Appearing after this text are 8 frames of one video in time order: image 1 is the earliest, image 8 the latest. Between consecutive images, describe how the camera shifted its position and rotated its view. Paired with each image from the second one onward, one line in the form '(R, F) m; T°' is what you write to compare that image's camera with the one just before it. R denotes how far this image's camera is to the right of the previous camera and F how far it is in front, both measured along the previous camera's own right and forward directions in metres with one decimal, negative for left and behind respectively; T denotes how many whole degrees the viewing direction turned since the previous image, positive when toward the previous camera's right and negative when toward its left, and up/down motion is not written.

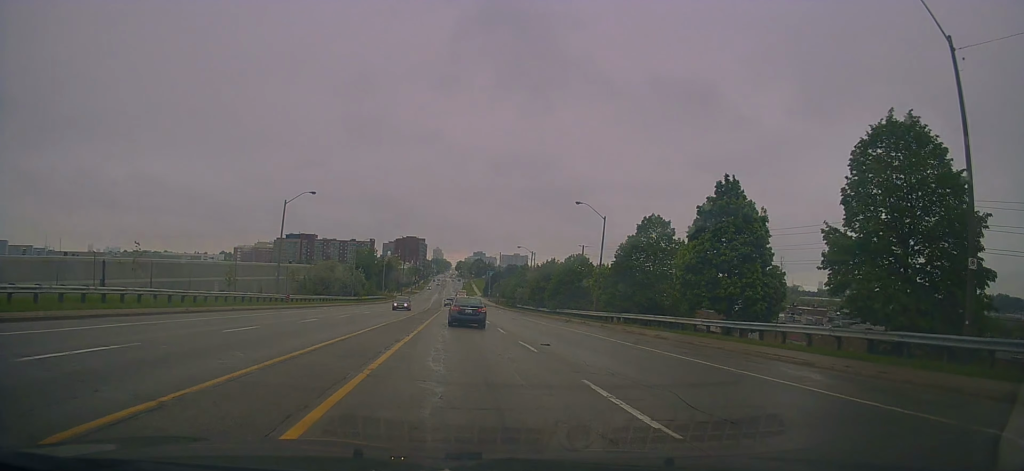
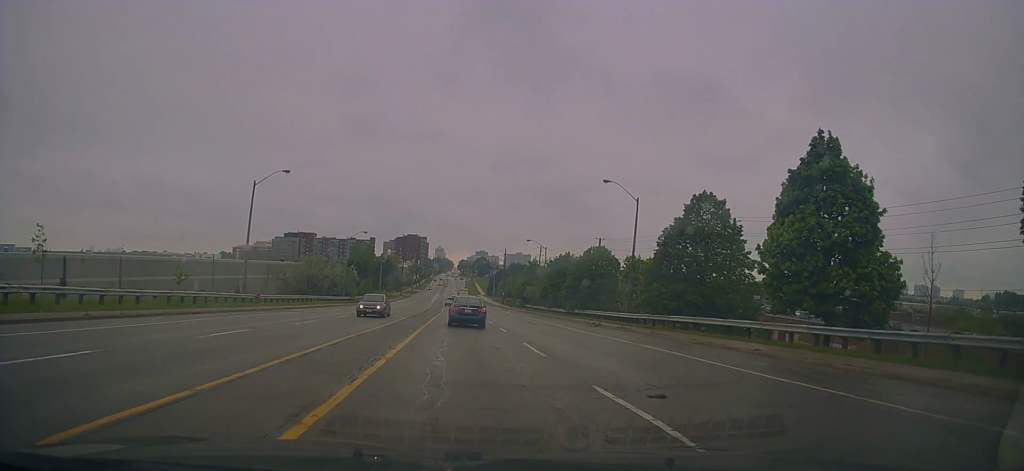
(0.0, +9.8) m; 0°
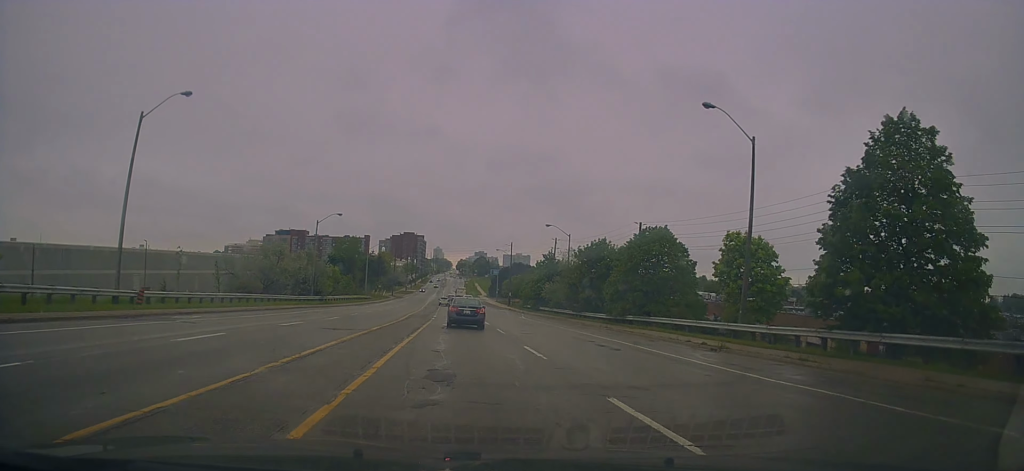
(0.0, +20.3) m; 0°
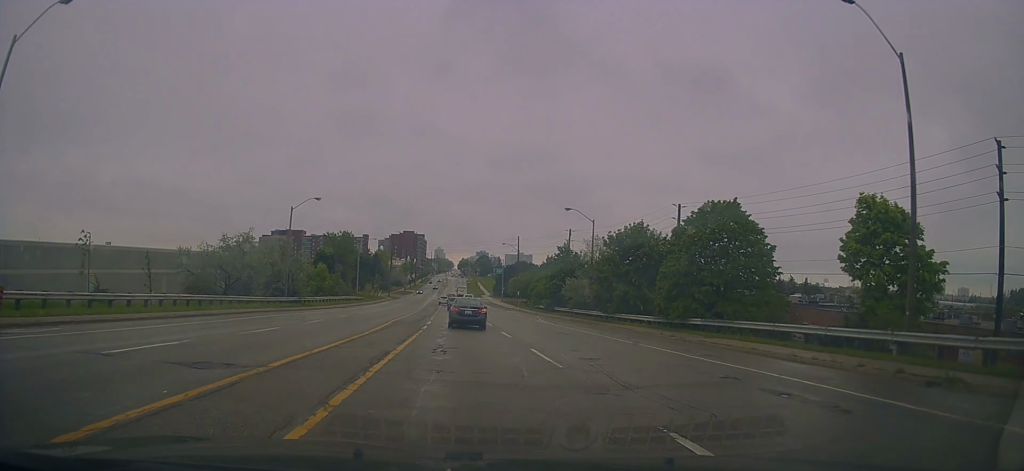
(0.0, +11.3) m; 0°
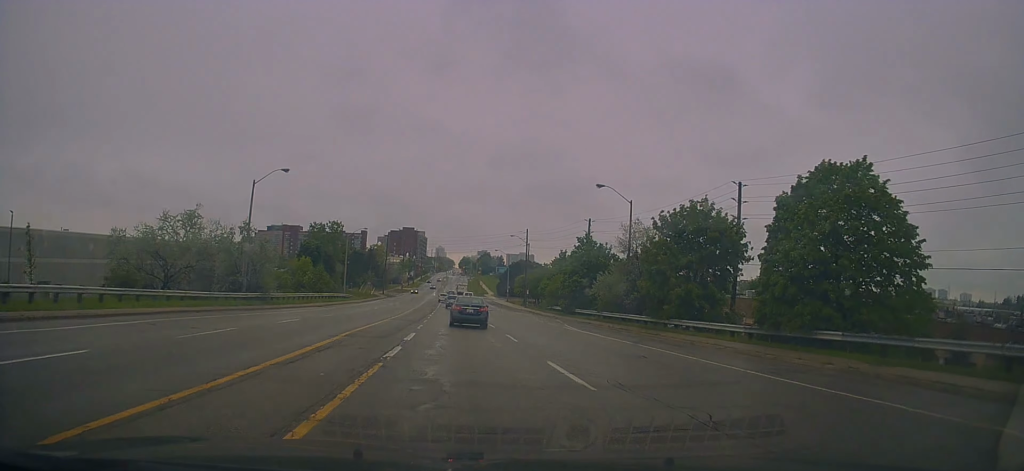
(0.0, +11.5) m; 0°
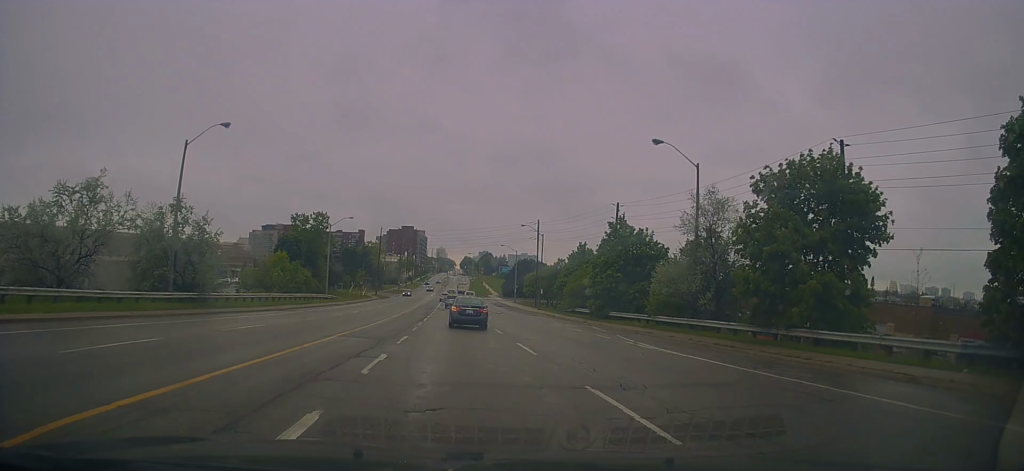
(0.0, +12.8) m; 0°
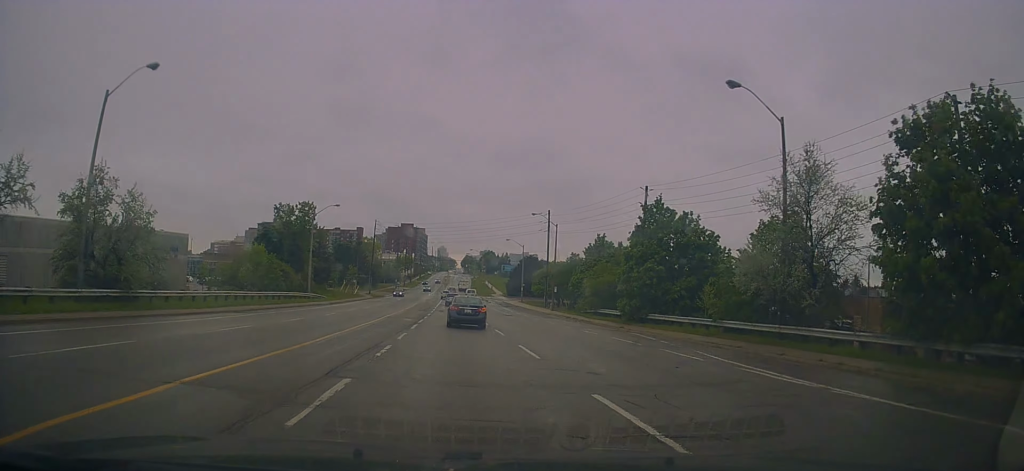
(-0.1, +9.6) m; 0°
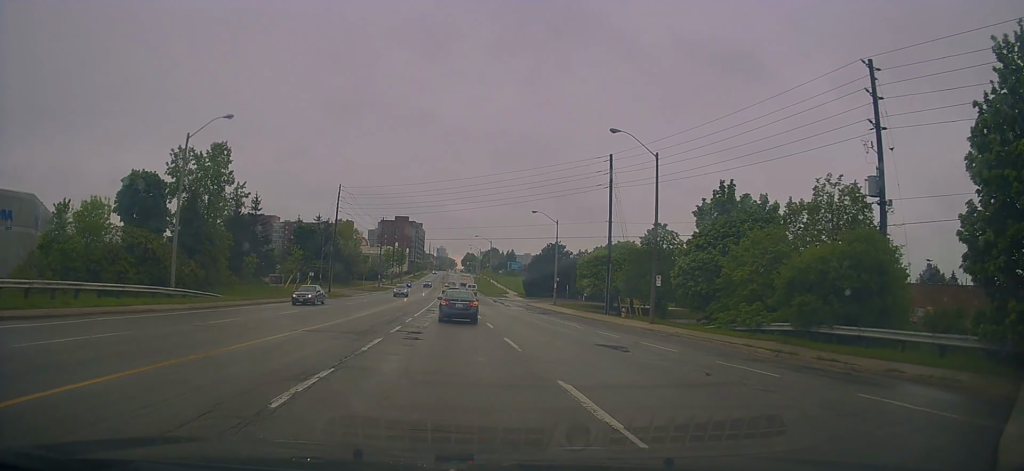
(+0.4, +37.3) m; +1°
